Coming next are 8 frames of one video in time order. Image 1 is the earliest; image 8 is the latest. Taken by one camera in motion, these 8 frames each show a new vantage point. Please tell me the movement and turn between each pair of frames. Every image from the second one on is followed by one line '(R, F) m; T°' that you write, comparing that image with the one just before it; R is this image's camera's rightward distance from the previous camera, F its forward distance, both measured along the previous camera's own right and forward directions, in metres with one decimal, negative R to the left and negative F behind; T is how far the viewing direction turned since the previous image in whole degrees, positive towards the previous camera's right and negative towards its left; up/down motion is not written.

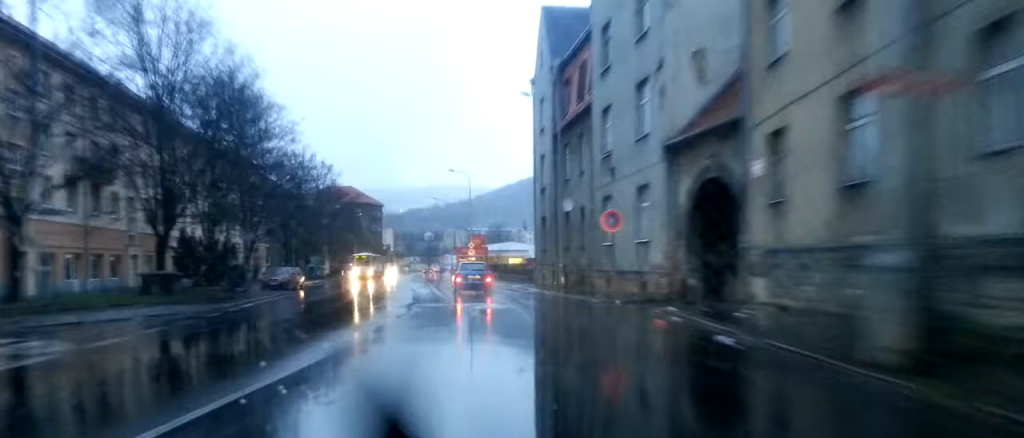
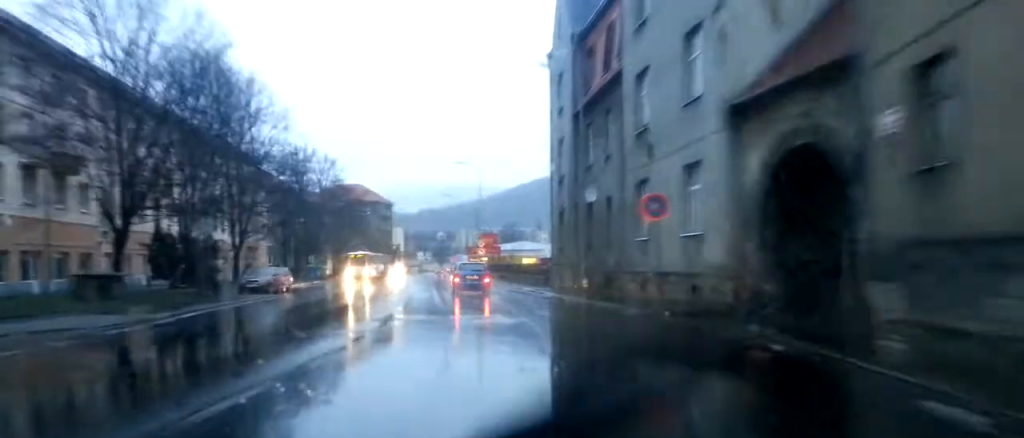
(-0.1, +6.2) m; 0°
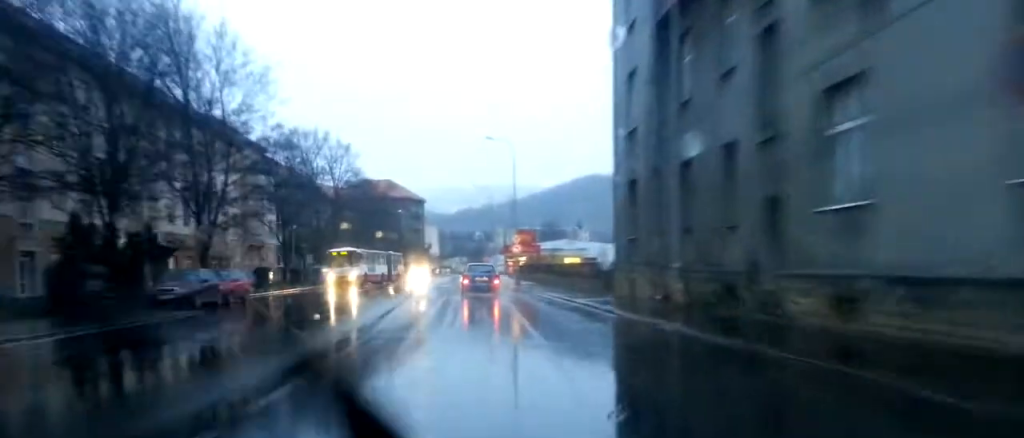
(0.0, +14.6) m; 0°
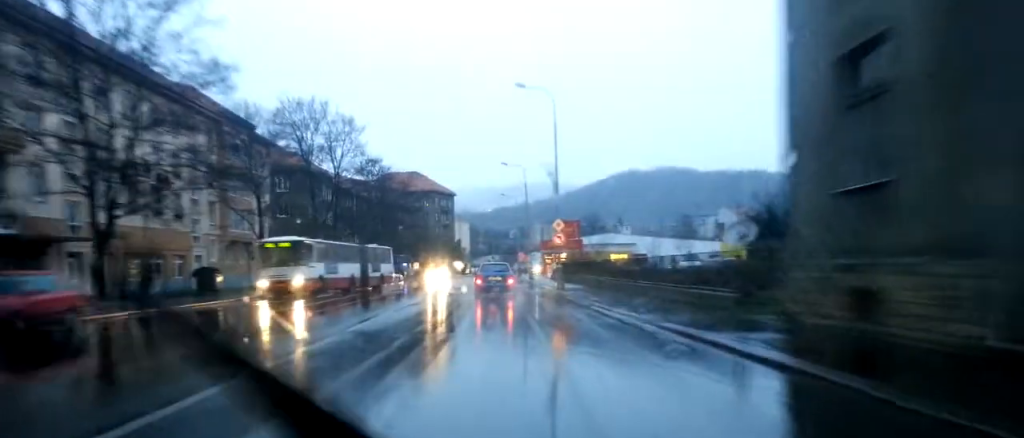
(-0.3, +17.2) m; -3°
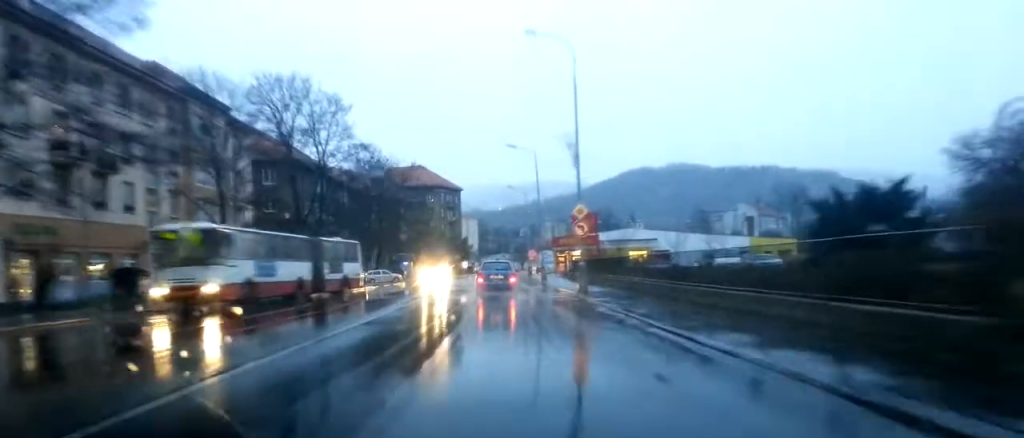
(-0.3, +9.8) m; -2°
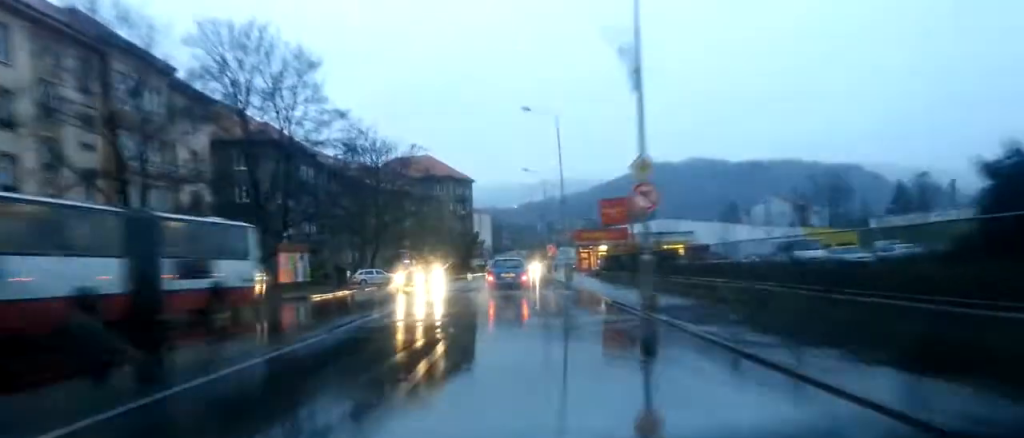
(-0.3, +14.6) m; -1°
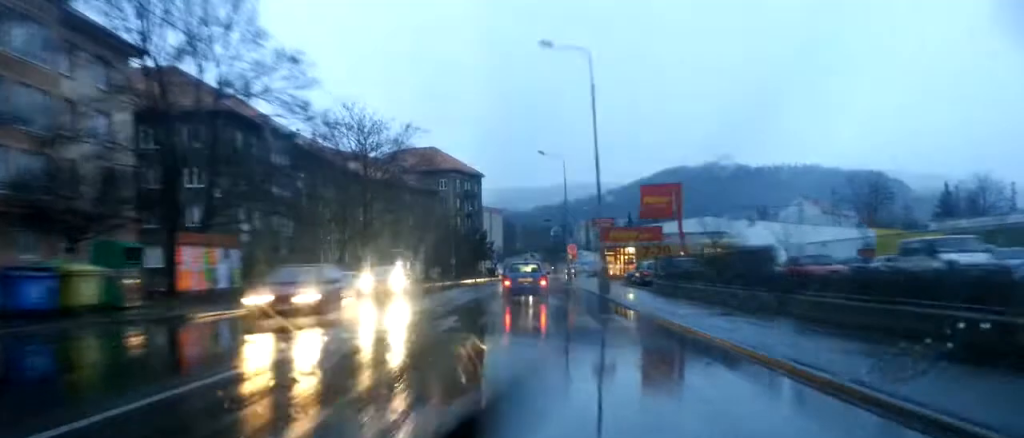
(0.0, +15.5) m; -1°
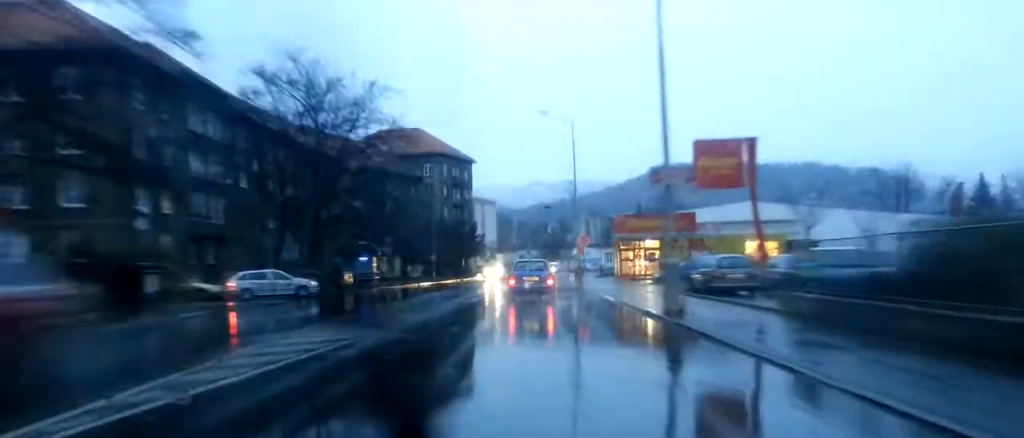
(-0.4, +17.2) m; -2°
